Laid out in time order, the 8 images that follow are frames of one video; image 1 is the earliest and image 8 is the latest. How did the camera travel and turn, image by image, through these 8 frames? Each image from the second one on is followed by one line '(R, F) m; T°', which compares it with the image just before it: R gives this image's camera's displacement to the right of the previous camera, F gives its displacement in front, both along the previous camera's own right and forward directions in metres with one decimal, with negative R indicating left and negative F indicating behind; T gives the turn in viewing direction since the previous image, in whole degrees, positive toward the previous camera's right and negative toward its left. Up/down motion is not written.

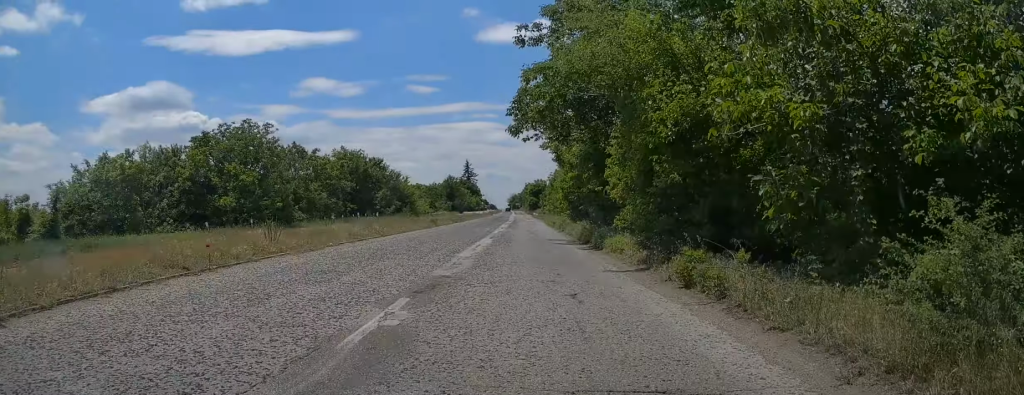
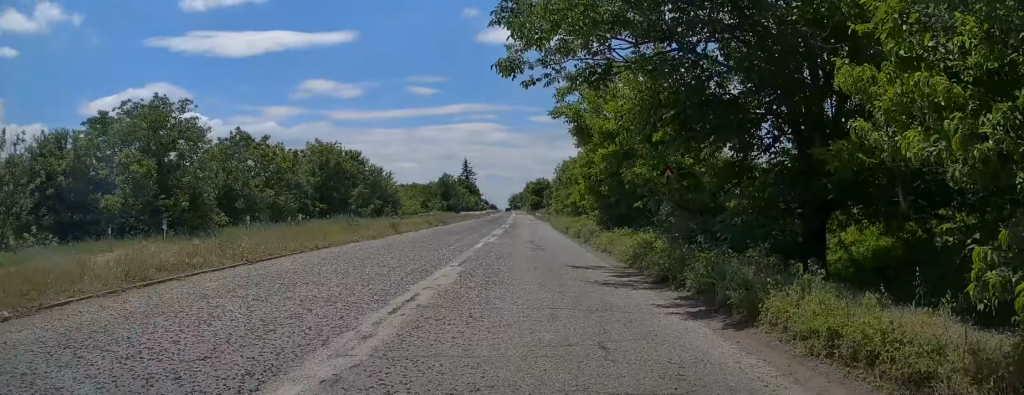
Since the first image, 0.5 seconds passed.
(0.0, +12.4) m; 0°
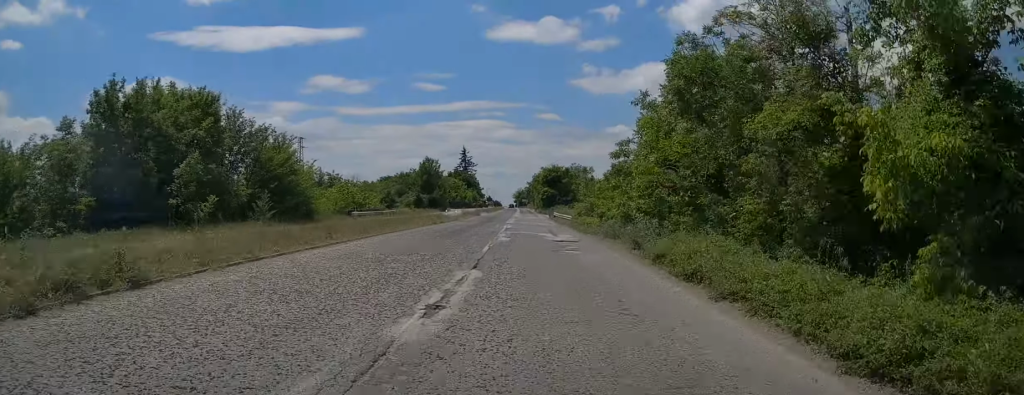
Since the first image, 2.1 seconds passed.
(-0.4, +39.3) m; -1°
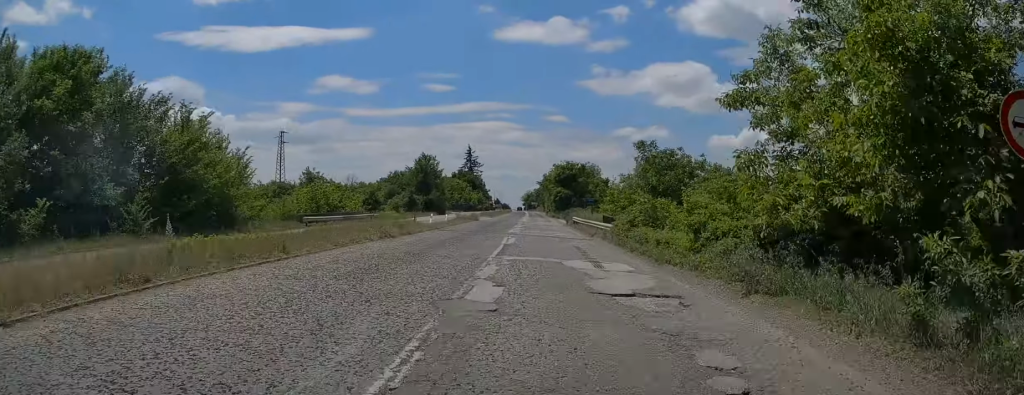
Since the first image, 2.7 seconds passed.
(0.0, +14.3) m; 0°
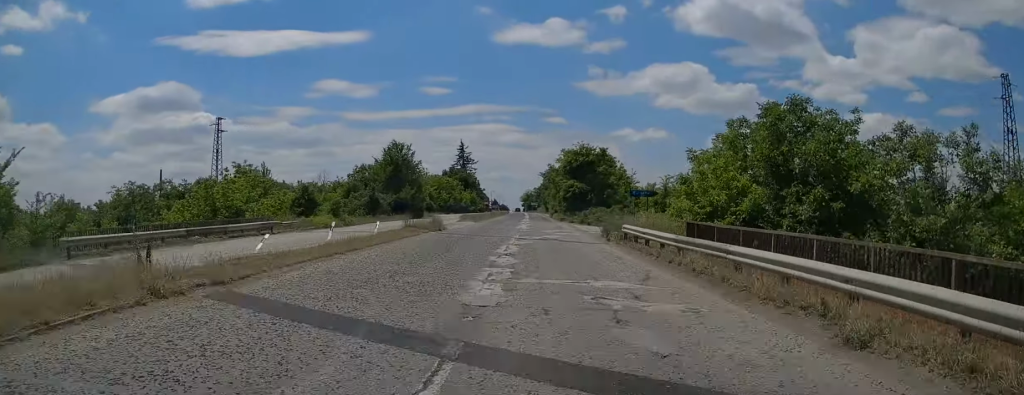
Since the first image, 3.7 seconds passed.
(-0.1, +23.2) m; 0°
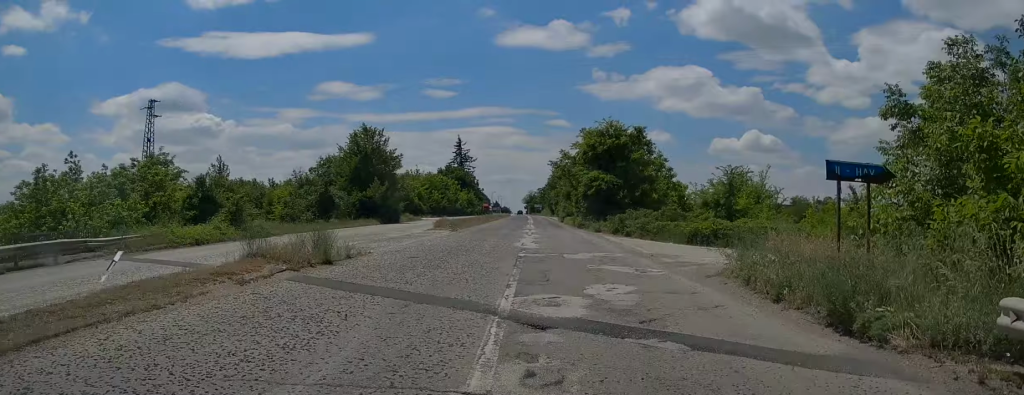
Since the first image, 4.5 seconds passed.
(-0.1, +18.0) m; 0°
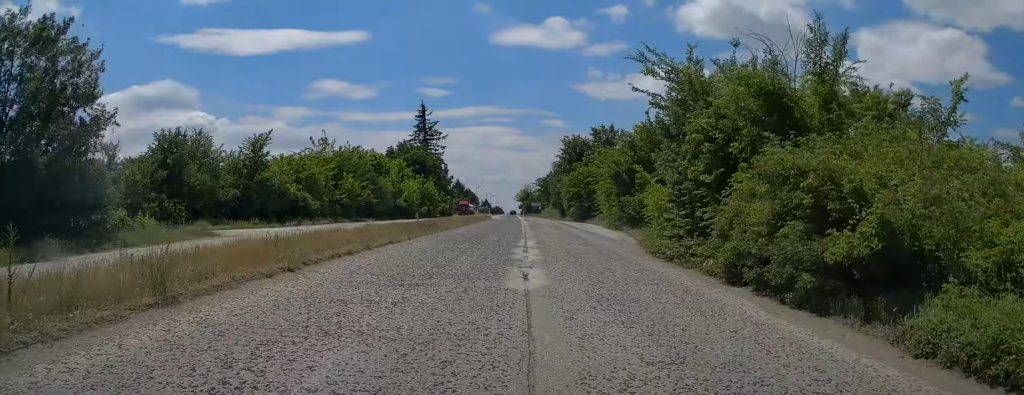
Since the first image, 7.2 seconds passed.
(+0.1, +59.9) m; 0°
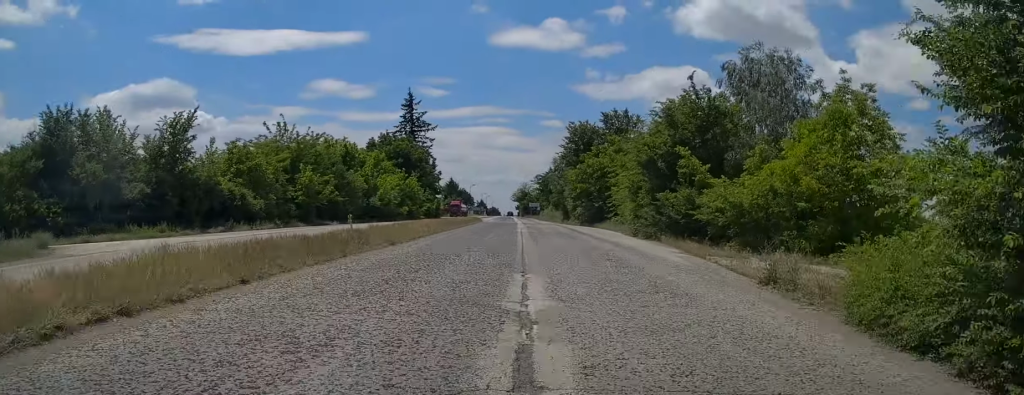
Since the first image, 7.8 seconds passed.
(+0.1, +12.9) m; 0°
